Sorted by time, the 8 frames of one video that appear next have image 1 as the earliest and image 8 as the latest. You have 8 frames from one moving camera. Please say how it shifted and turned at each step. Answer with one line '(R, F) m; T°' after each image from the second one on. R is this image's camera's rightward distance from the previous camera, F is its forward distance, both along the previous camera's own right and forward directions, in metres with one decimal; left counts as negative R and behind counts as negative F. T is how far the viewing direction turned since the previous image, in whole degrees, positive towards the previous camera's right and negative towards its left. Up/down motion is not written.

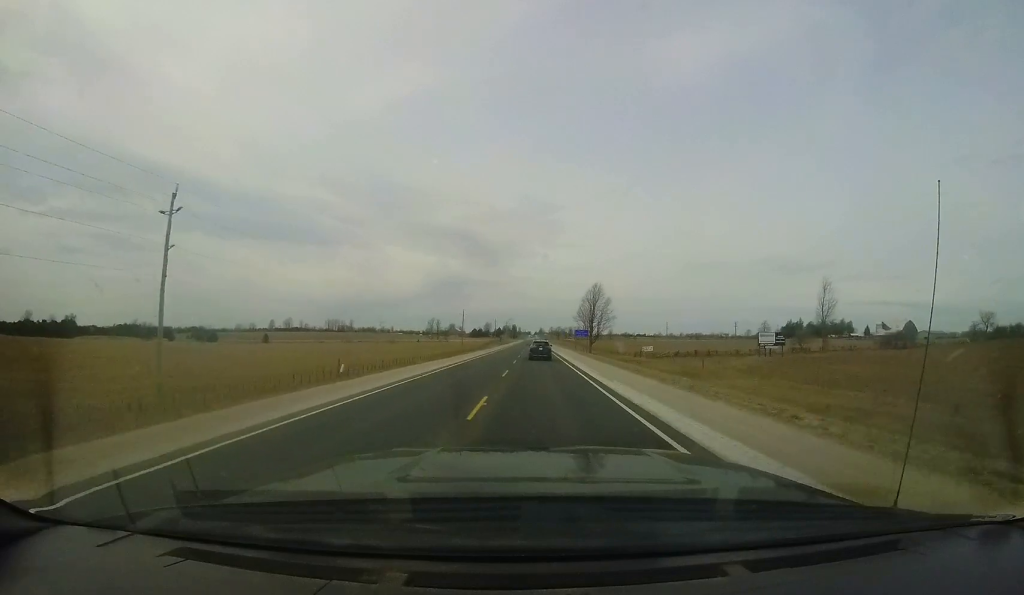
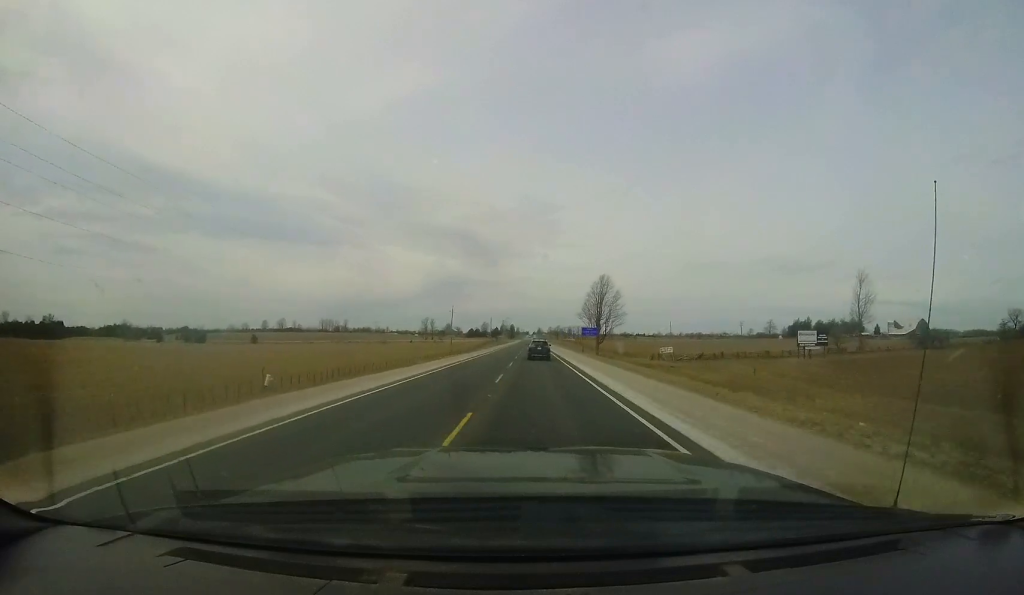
(0.0, +11.4) m; 0°
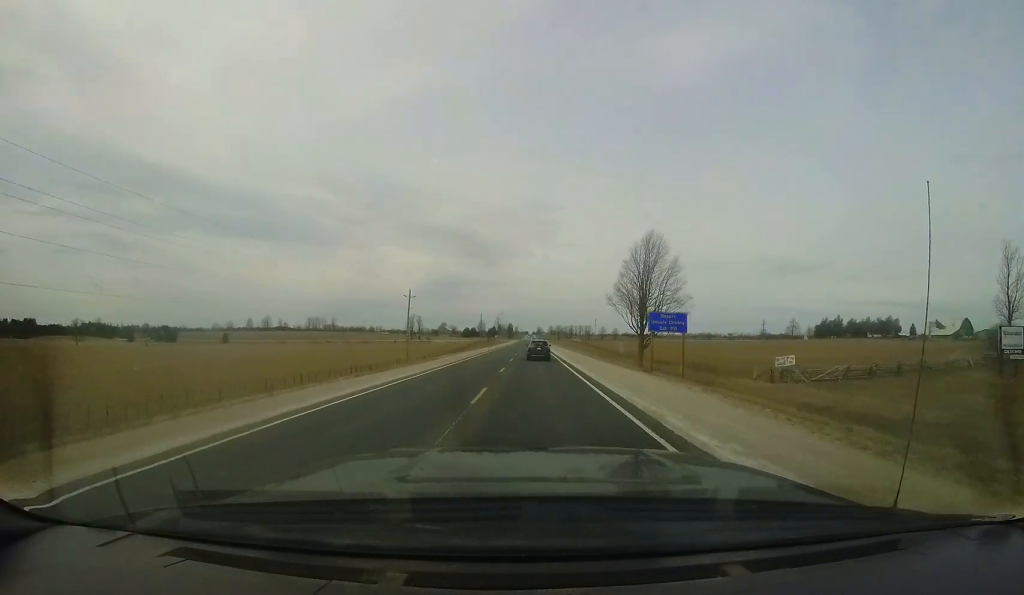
(-0.1, +31.0) m; 0°
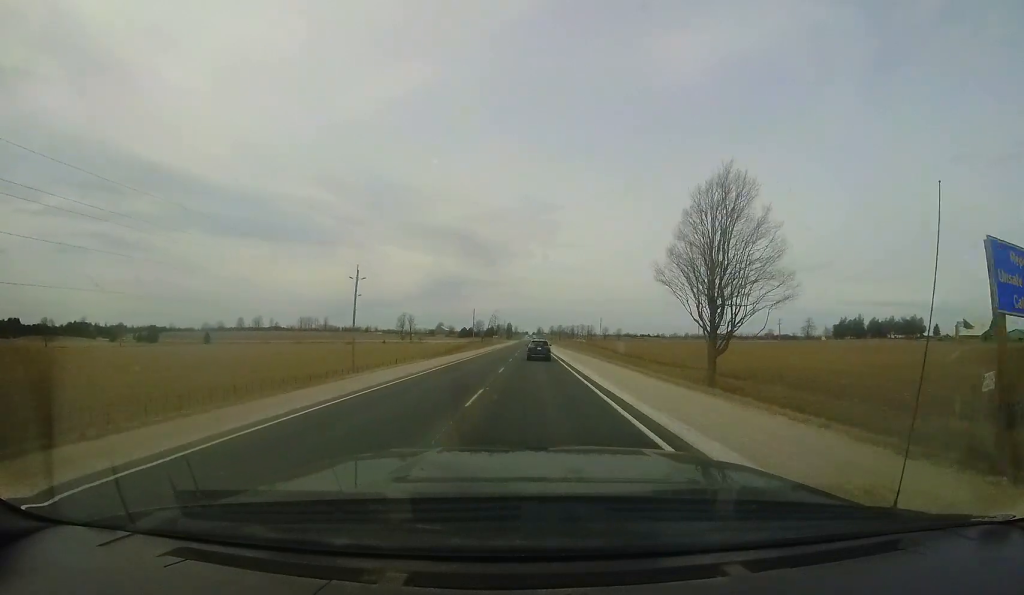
(0.0, +18.2) m; 0°
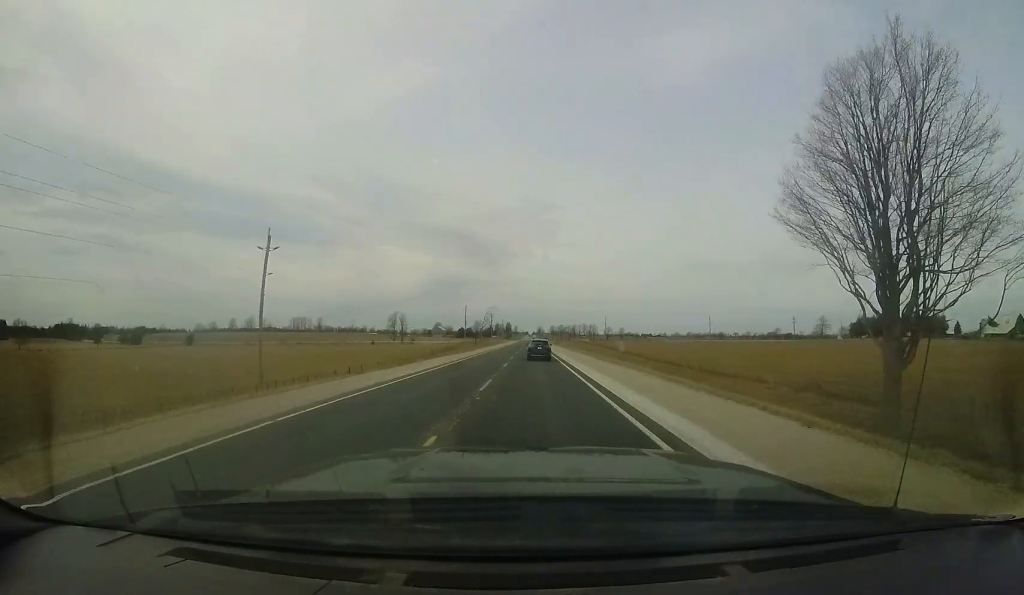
(+0.2, +15.3) m; 0°
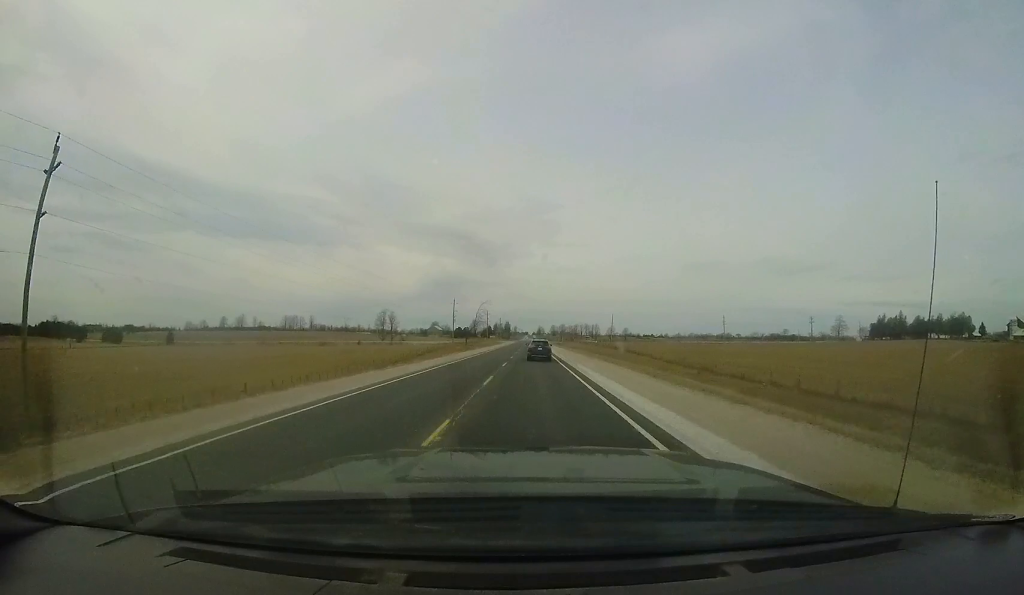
(-0.1, +16.8) m; 0°
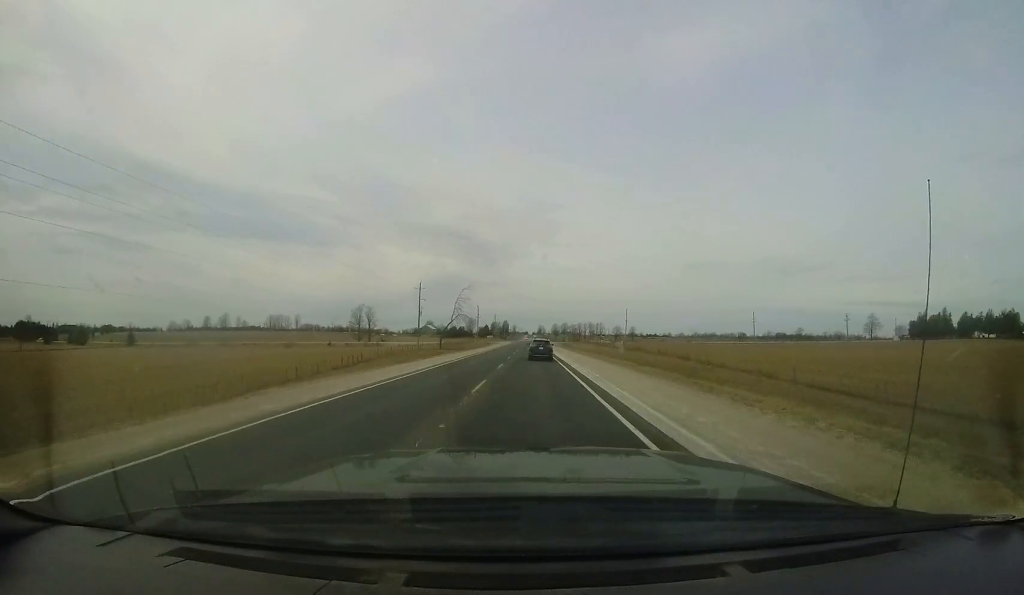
(-0.1, +28.6) m; 0°
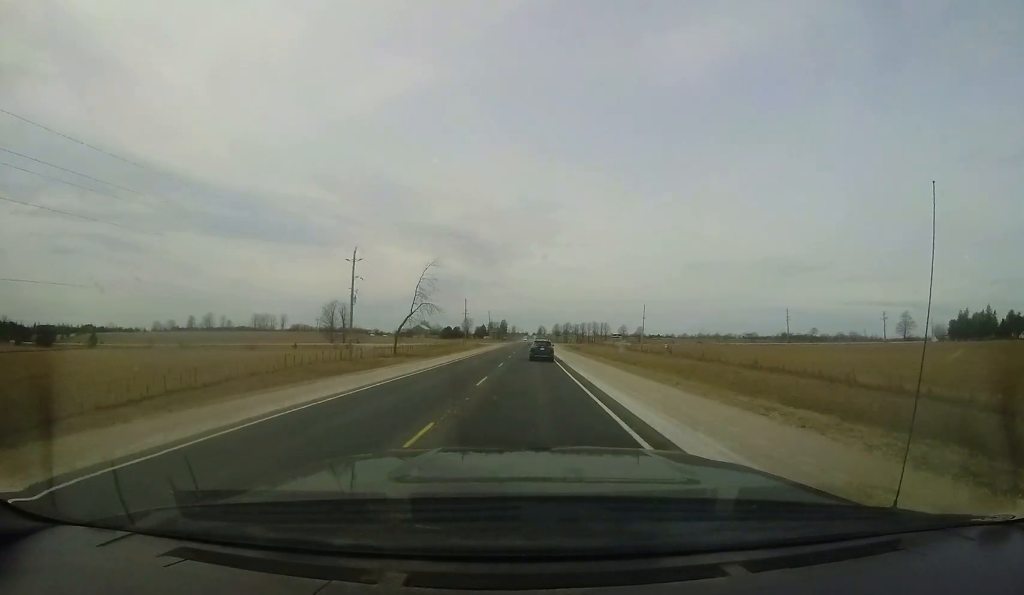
(+0.3, +25.0) m; +1°
